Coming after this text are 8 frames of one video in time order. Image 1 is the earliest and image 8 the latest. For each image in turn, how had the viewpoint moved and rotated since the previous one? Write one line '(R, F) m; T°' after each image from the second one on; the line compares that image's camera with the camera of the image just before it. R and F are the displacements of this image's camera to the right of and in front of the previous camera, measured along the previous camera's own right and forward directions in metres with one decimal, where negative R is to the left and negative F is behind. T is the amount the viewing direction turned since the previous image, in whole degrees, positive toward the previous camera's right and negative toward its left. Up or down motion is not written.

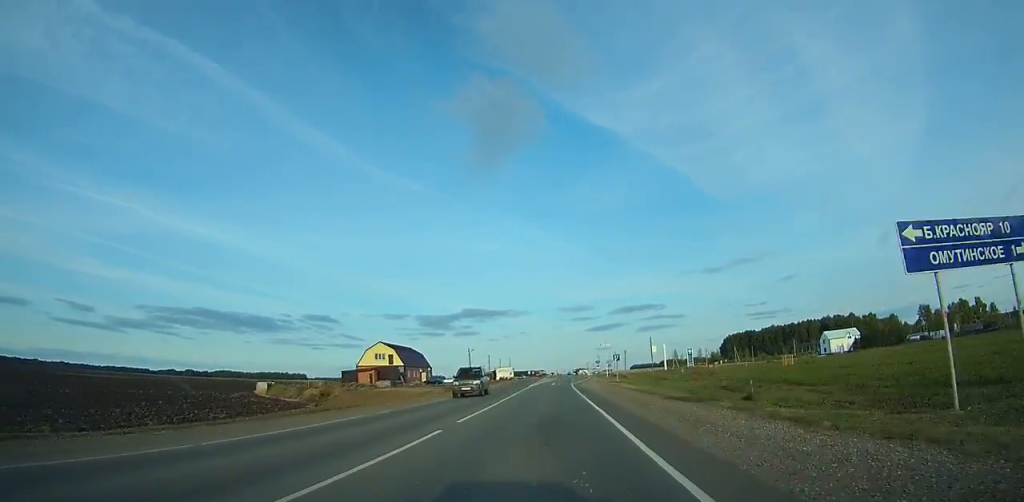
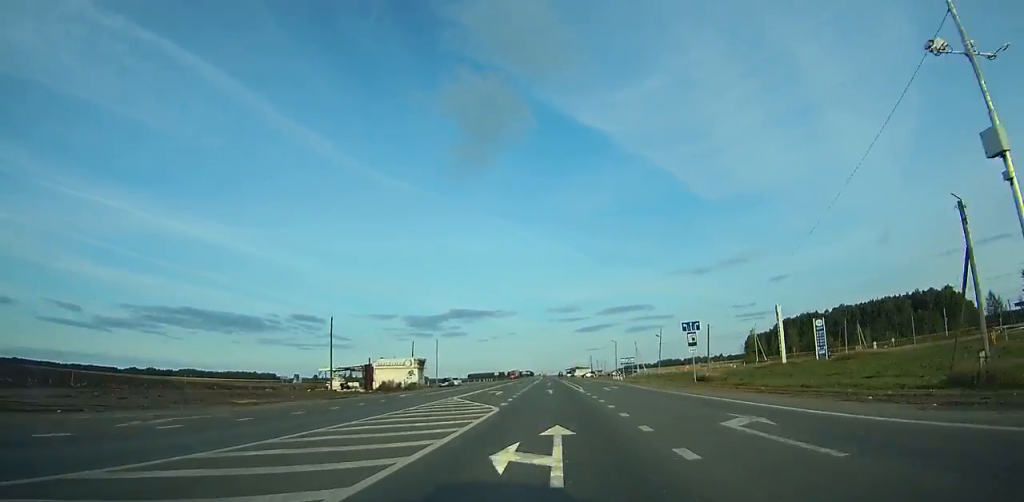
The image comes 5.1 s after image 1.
(+0.8, +141.6) m; 0°
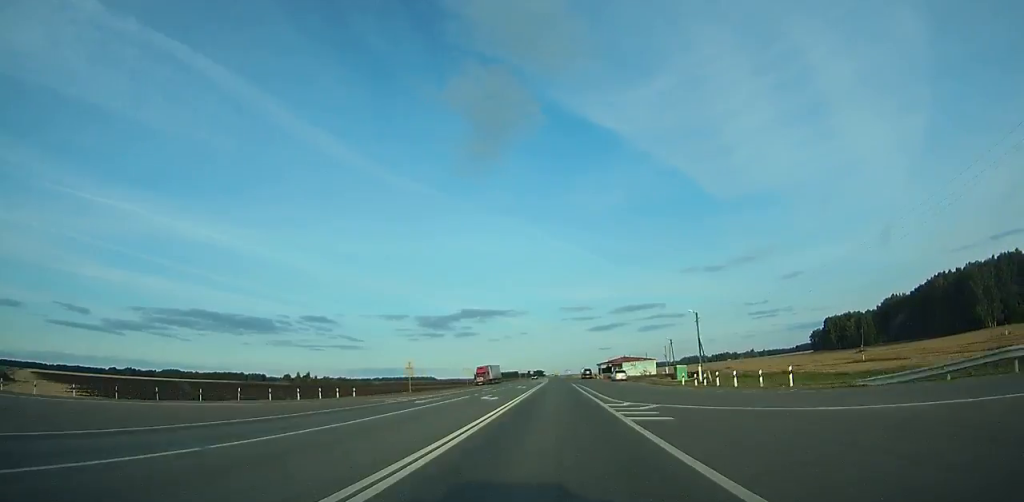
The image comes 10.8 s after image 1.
(-1.2, +152.0) m; -1°
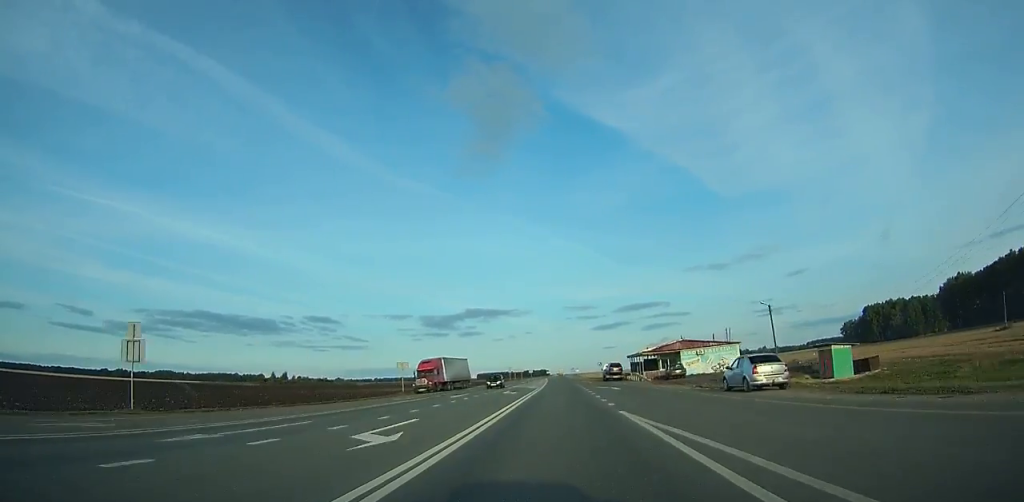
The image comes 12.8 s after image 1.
(-0.3, +52.0) m; 0°
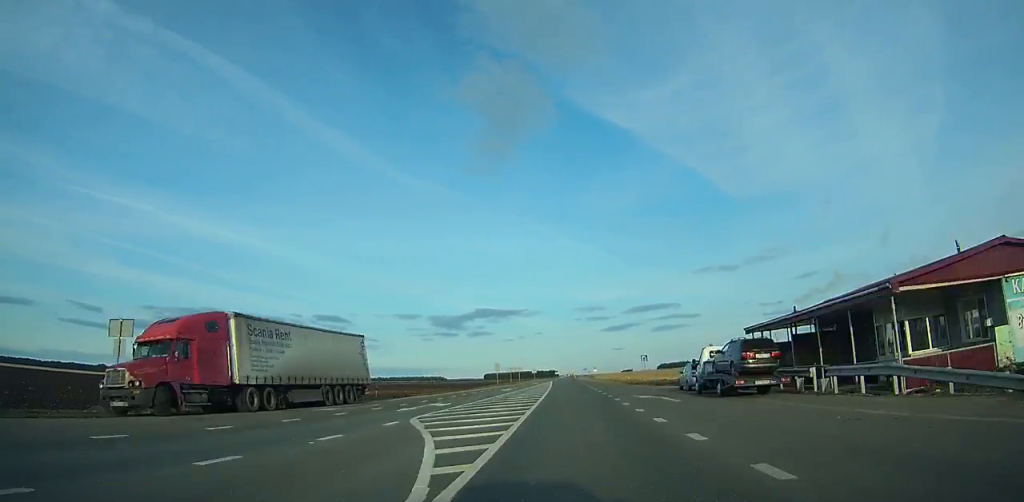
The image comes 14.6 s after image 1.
(-0.2, +46.8) m; 0°
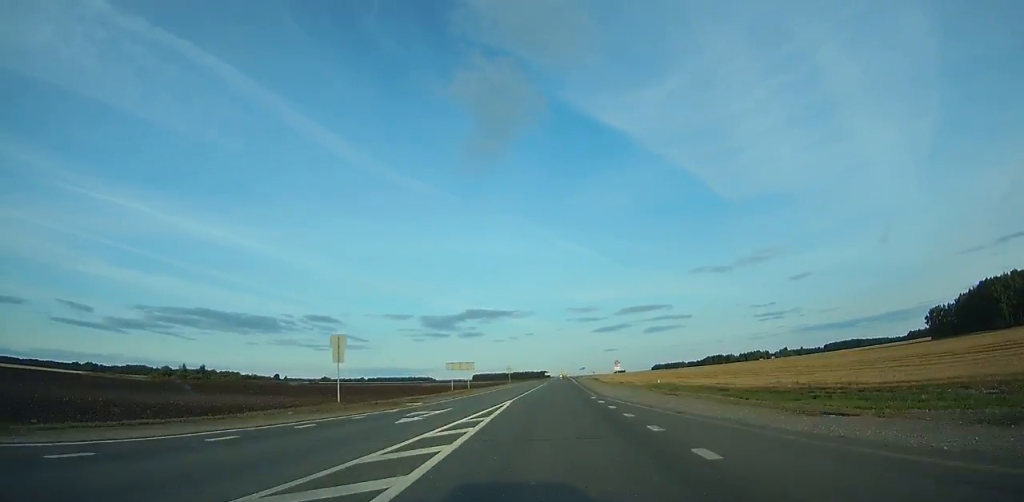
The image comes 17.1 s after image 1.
(-0.3, +65.3) m; 0°
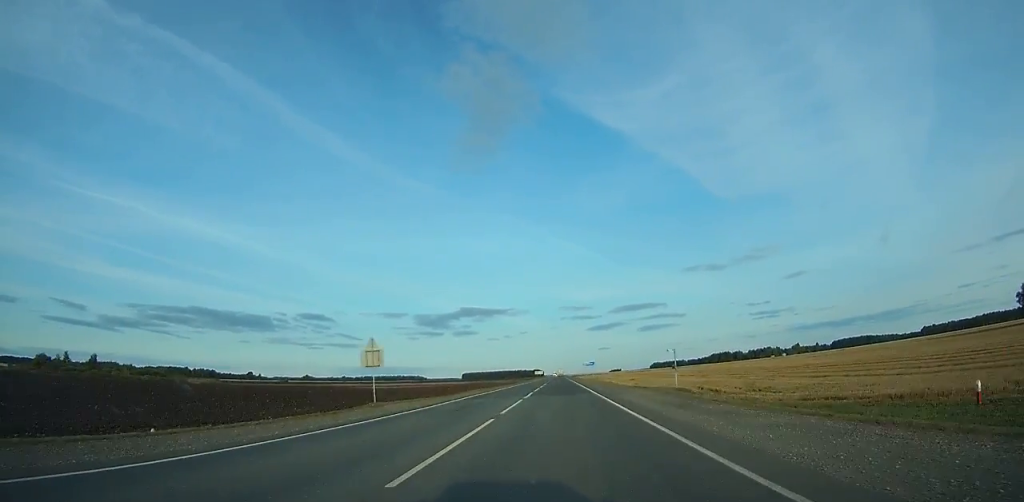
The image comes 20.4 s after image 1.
(+0.4, +86.7) m; +1°
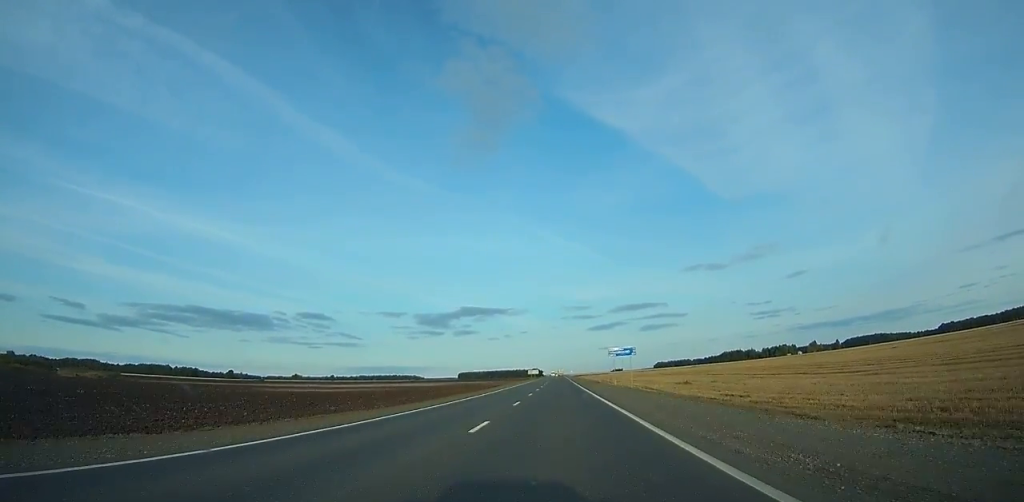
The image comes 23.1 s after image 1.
(+0.4, +71.2) m; 0°
